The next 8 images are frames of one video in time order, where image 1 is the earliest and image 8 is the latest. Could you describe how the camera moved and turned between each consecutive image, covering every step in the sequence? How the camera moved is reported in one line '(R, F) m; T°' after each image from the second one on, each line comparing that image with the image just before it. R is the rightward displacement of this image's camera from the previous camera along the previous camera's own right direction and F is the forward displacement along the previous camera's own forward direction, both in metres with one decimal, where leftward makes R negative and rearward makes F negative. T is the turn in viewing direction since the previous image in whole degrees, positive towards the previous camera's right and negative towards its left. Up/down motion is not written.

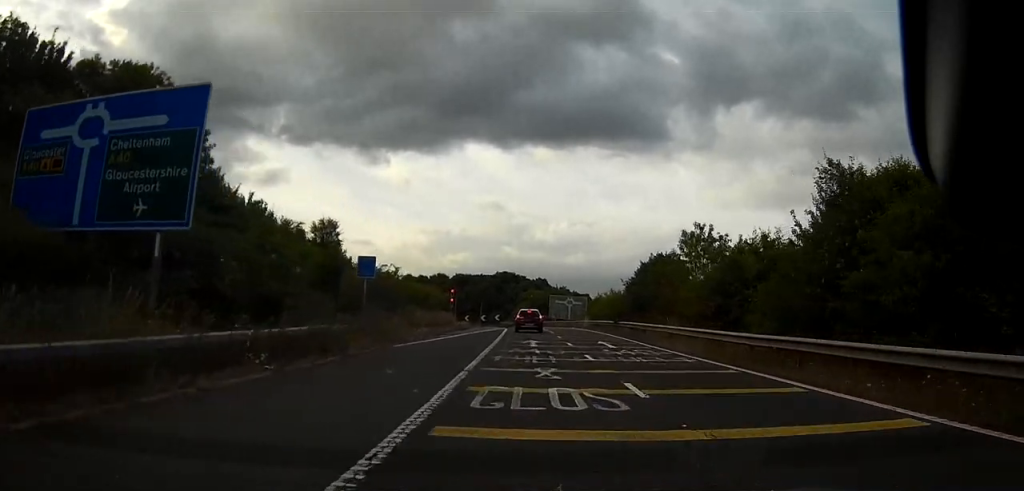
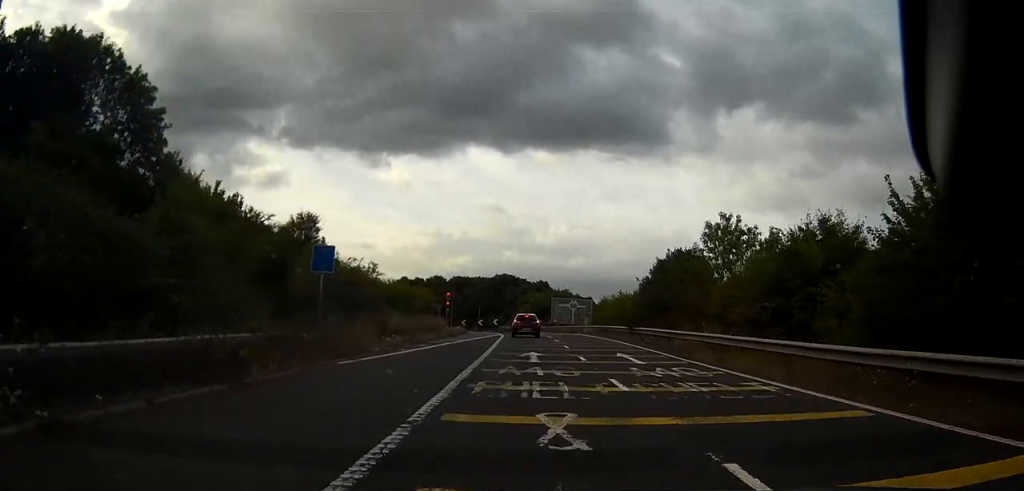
(0.0, +7.1) m; 0°
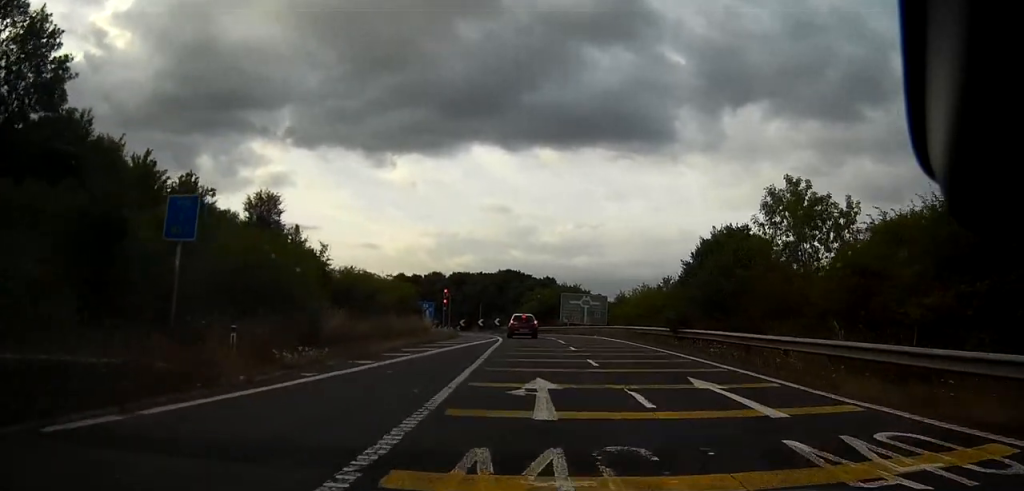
(-0.1, +11.2) m; -1°
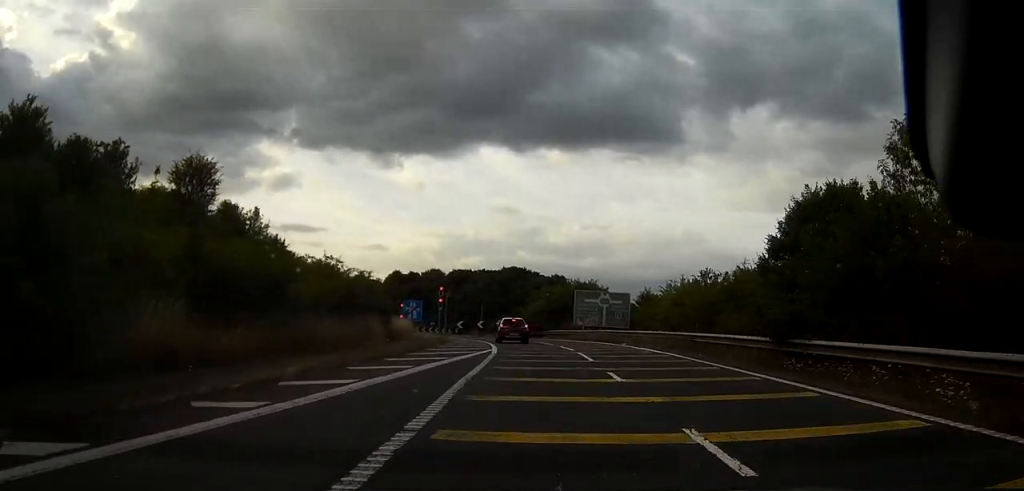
(-0.1, +12.4) m; -2°
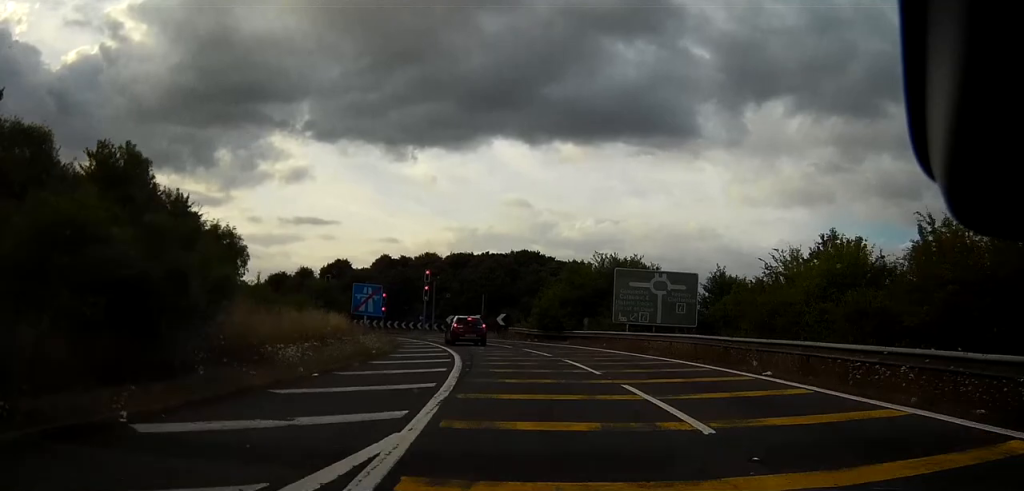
(-0.6, +21.0) m; -3°
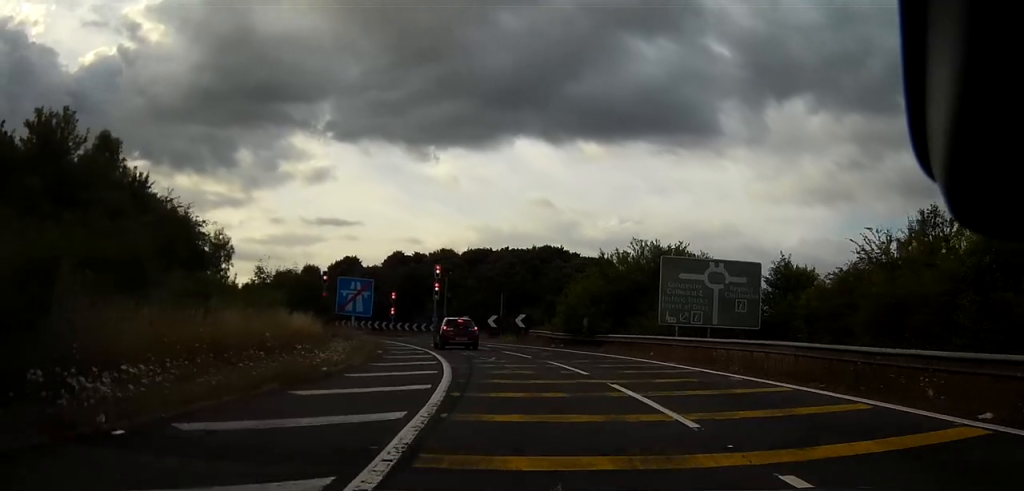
(0.0, +8.0) m; -2°
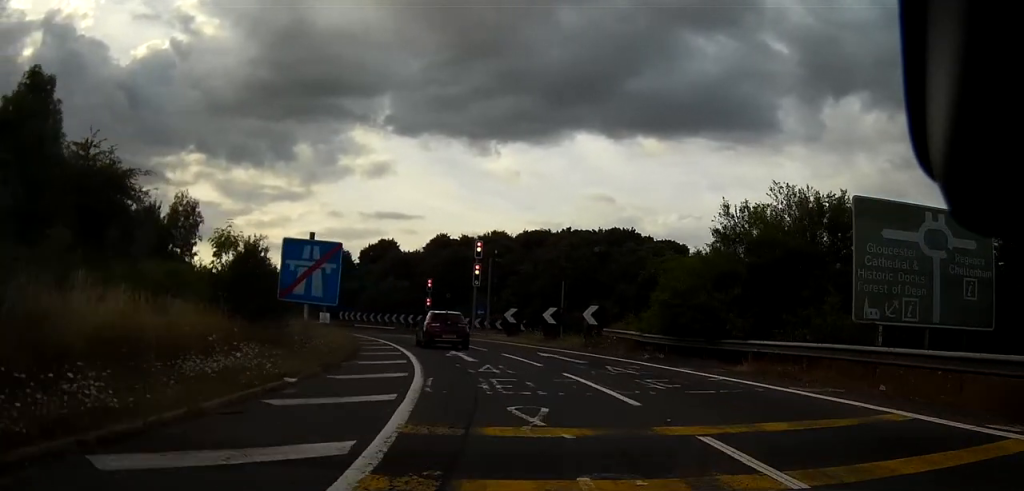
(-0.8, +15.8) m; -5°
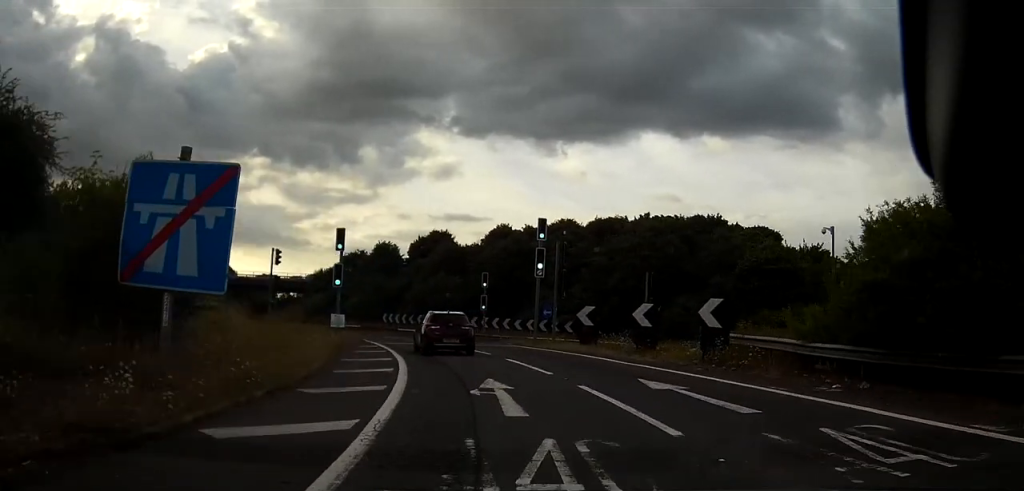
(-0.2, +12.0) m; -3°
